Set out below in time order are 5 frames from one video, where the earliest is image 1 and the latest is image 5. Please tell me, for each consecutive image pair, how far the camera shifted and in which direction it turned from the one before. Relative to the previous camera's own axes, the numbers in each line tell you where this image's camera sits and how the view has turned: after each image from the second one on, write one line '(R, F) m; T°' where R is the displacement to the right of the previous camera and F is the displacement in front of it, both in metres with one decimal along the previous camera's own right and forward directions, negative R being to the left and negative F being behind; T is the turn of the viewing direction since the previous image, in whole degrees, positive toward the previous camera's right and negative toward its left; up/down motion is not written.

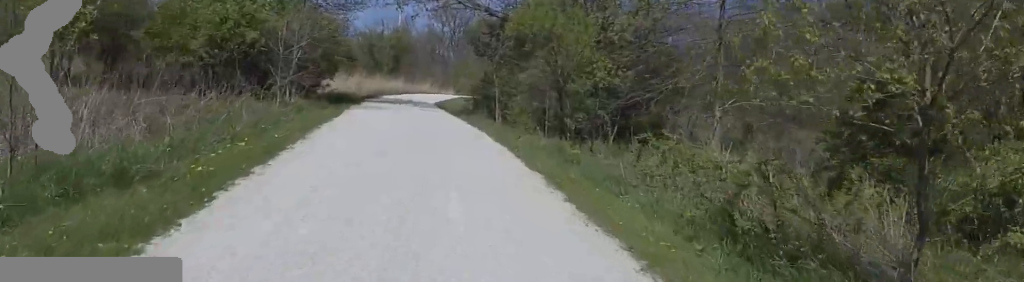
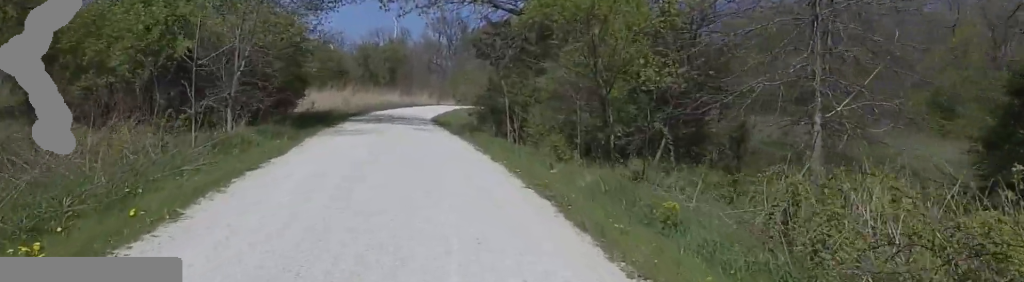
(0.0, +5.2) m; 0°
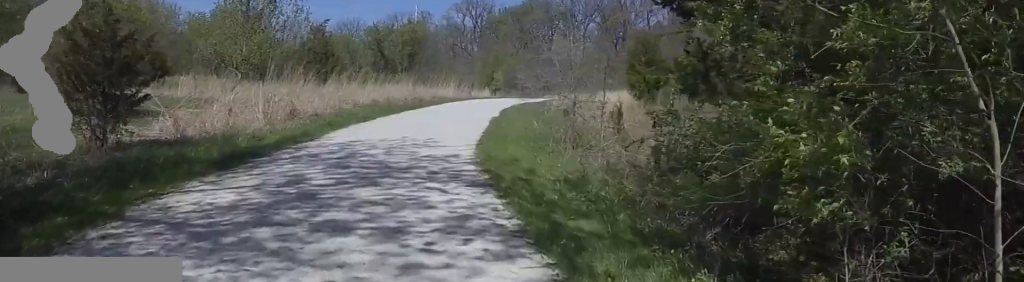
(-0.2, +18.9) m; +1°
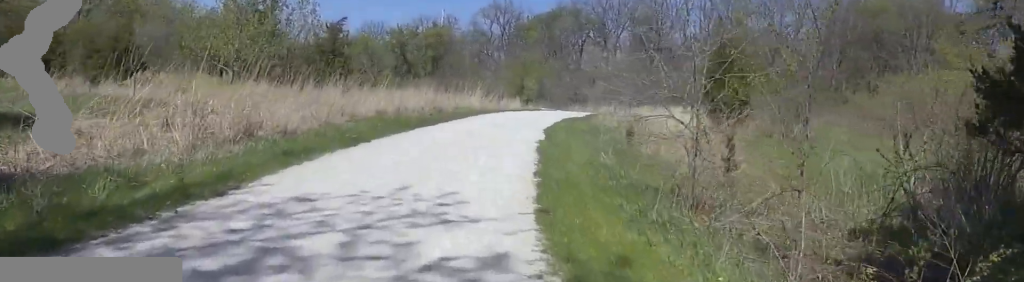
(-1.3, +5.8) m; 0°
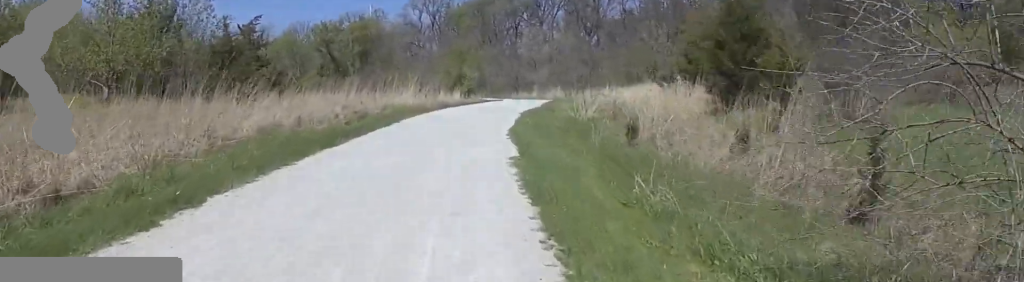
(+1.3, +5.8) m; 0°
